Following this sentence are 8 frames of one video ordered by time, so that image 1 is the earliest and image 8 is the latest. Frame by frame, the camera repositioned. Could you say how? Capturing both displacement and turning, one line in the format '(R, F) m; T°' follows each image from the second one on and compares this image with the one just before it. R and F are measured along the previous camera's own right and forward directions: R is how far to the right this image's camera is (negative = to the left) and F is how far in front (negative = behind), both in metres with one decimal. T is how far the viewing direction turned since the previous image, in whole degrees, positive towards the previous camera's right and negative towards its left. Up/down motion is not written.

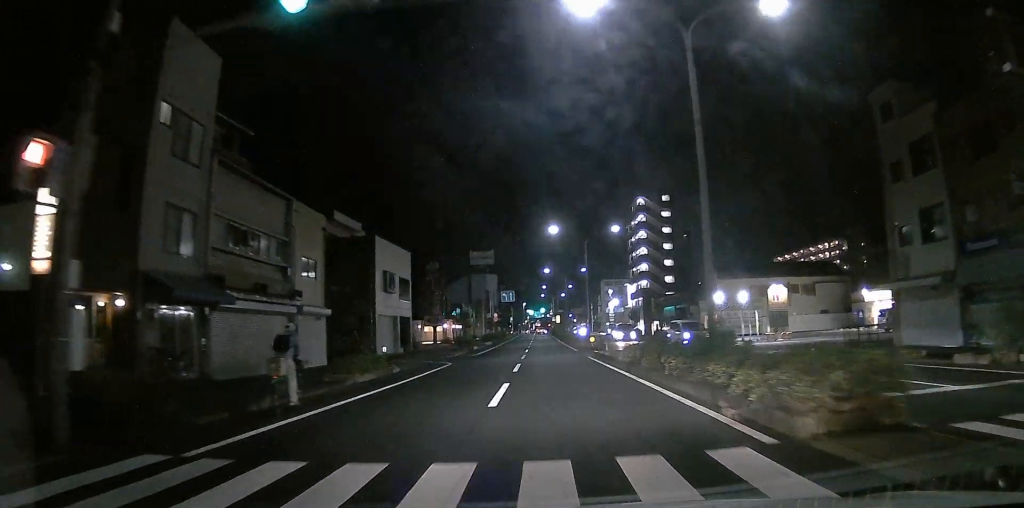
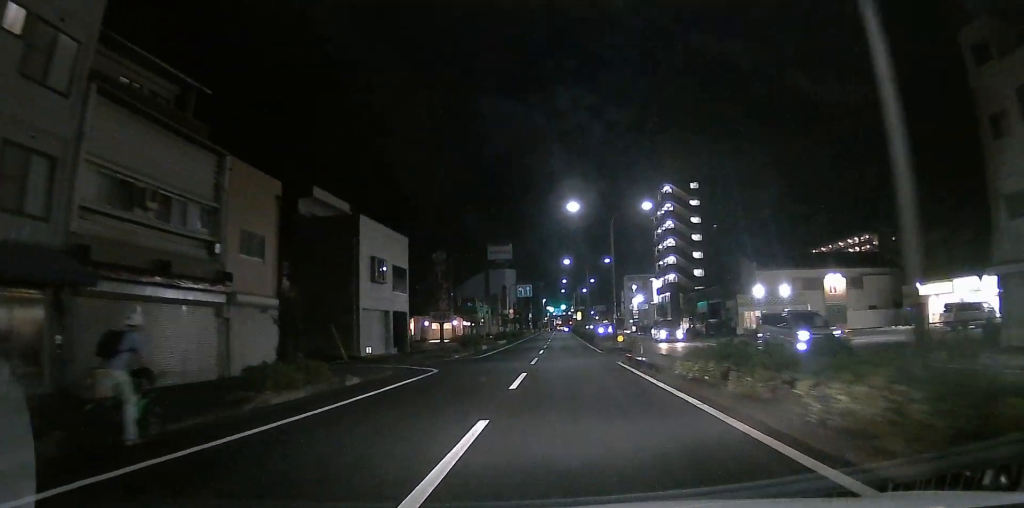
(+0.8, +6.8) m; 0°
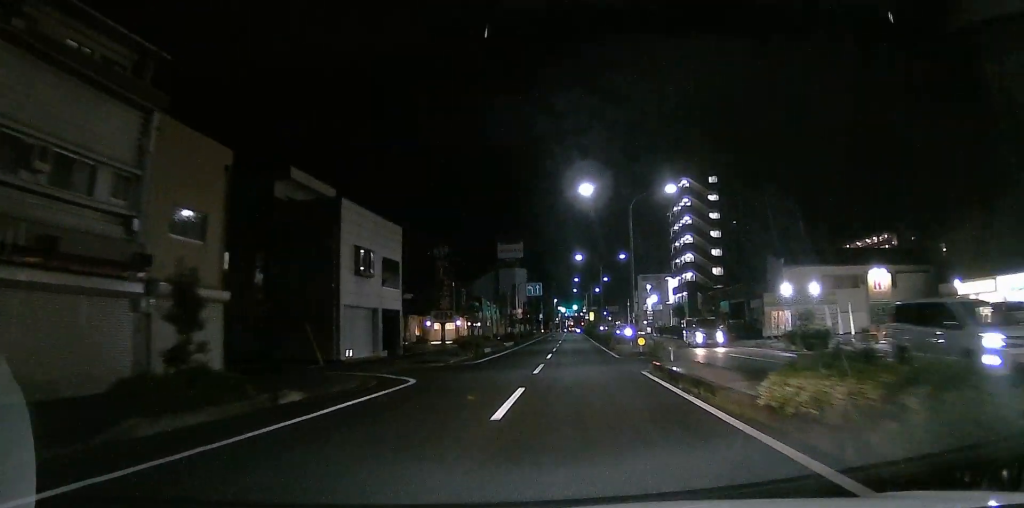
(-0.1, +4.5) m; 0°
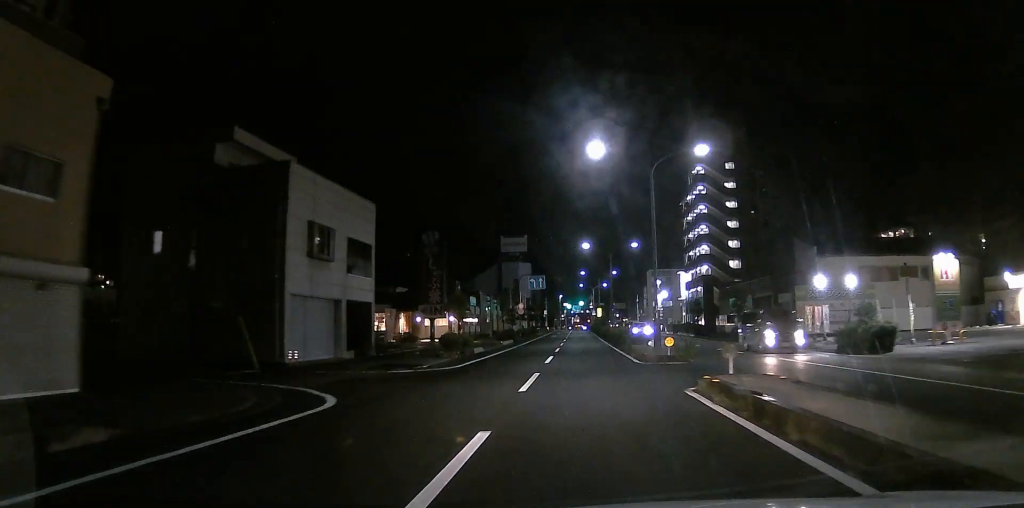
(-0.7, +6.2) m; 0°
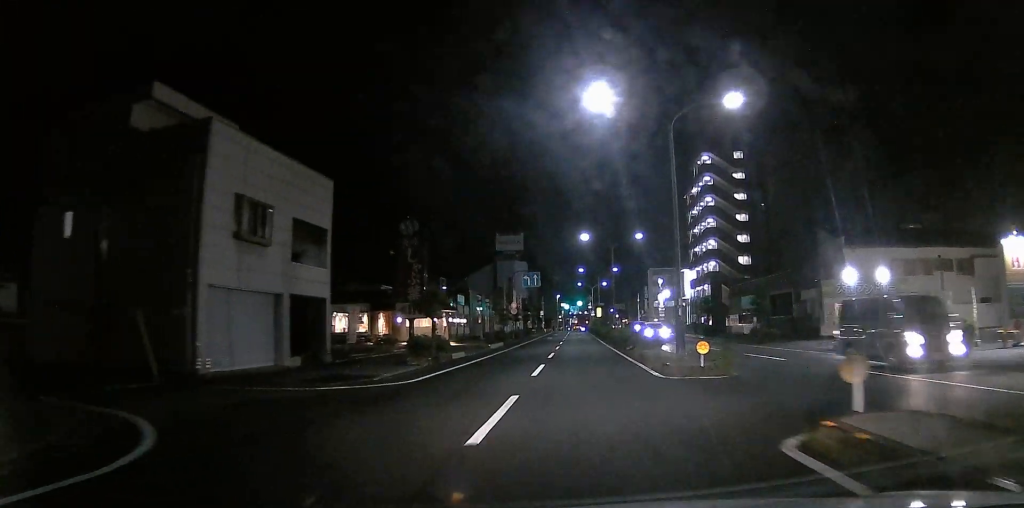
(0.0, +5.5) m; -1°
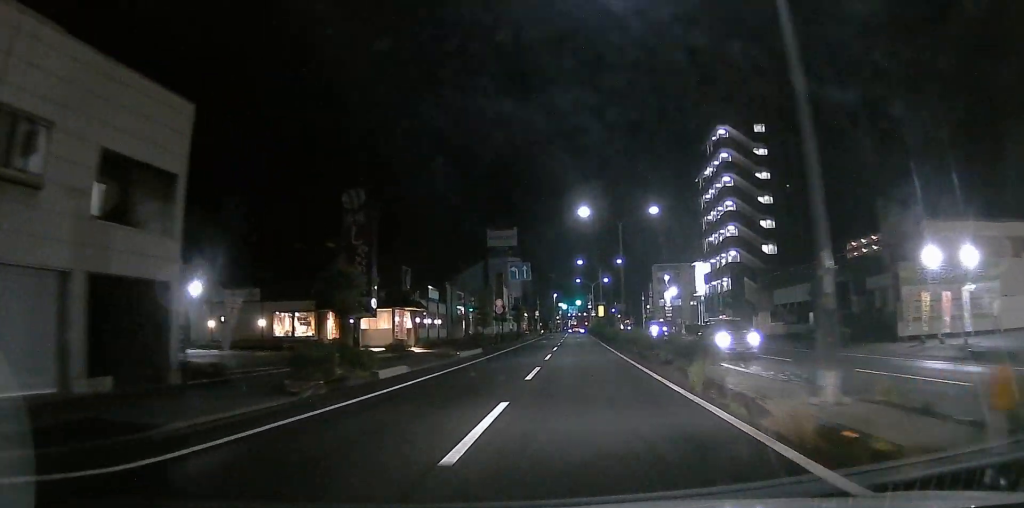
(+0.8, +10.4) m; -2°
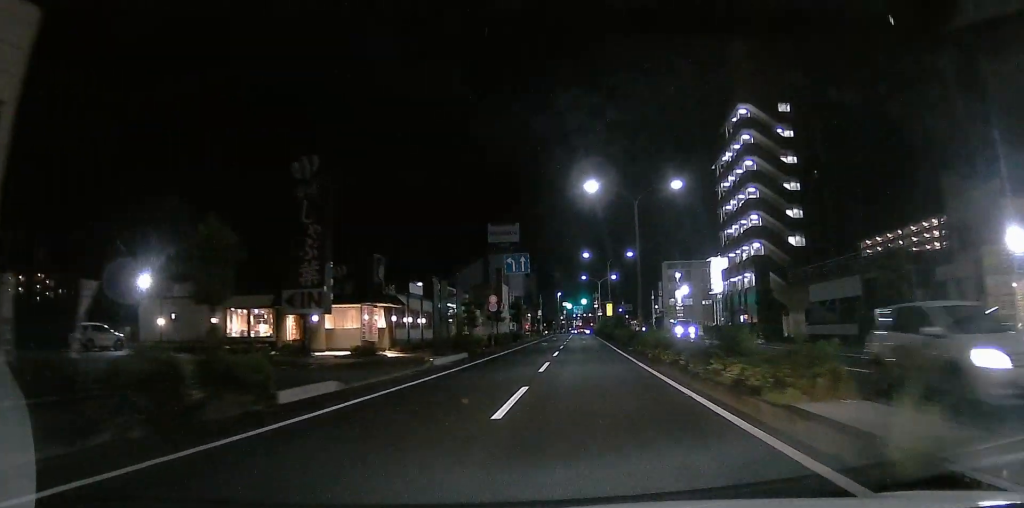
(-1.0, +6.7) m; 0°
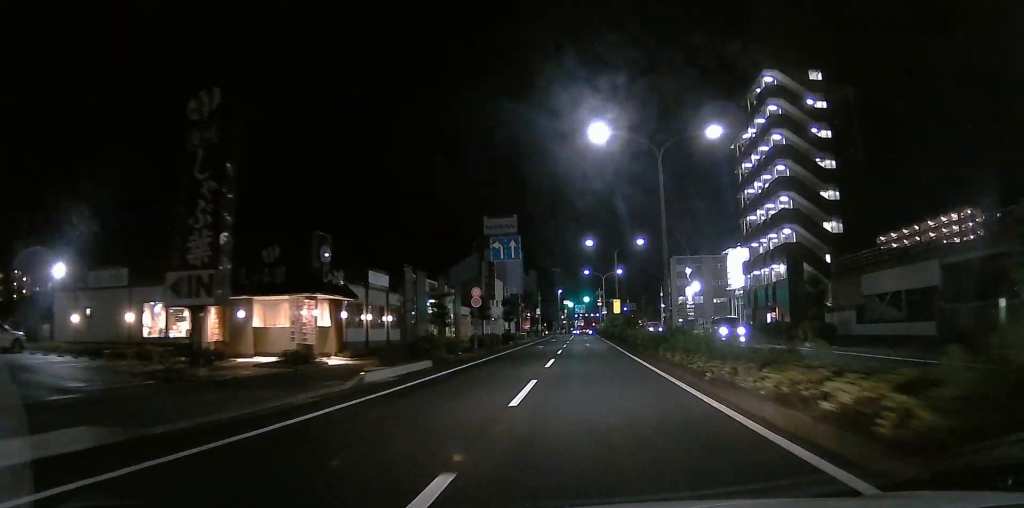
(0.0, +8.1) m; 0°
